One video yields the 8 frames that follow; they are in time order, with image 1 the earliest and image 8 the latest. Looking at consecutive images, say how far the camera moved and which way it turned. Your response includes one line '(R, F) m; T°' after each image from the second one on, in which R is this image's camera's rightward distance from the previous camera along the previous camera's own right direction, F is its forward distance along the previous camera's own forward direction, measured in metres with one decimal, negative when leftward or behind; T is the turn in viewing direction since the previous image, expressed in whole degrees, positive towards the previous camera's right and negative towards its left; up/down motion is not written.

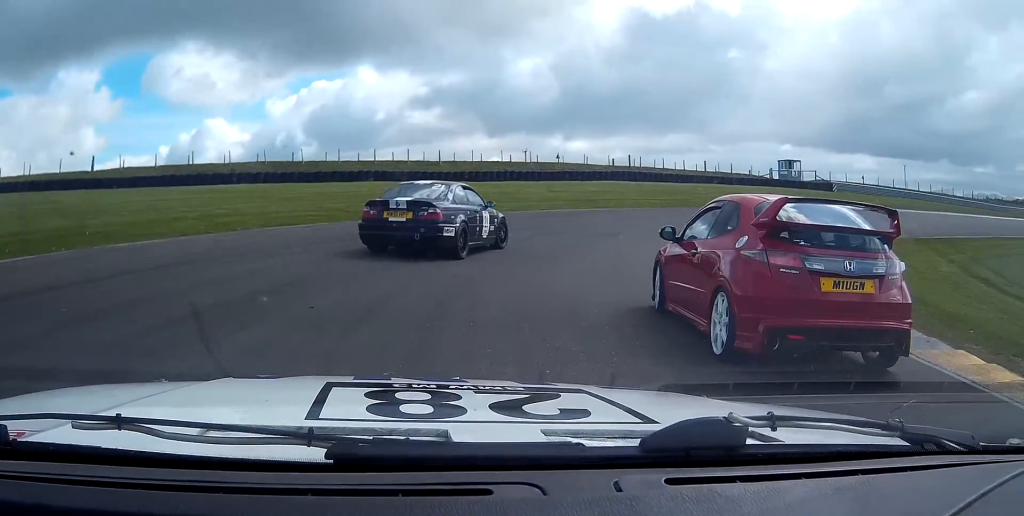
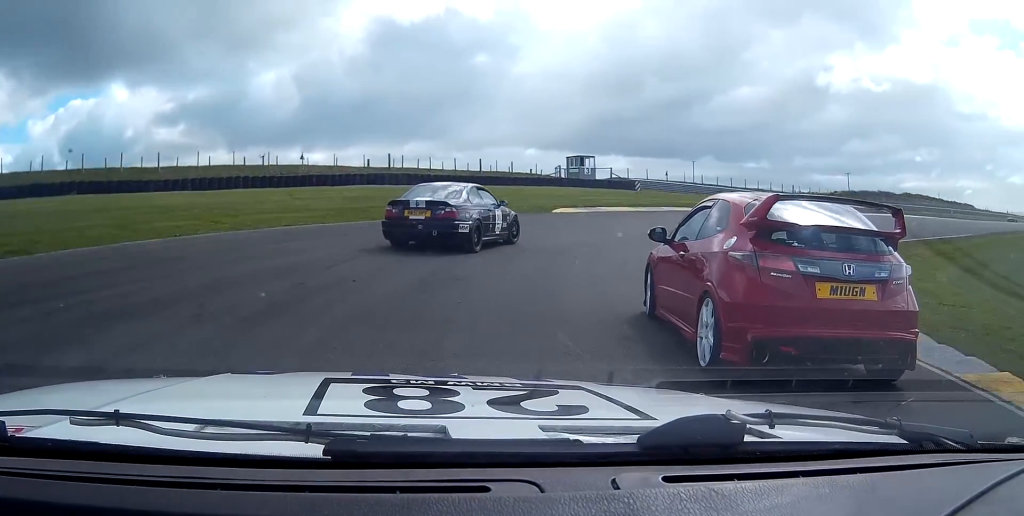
(+3.4, +12.4) m; +21°
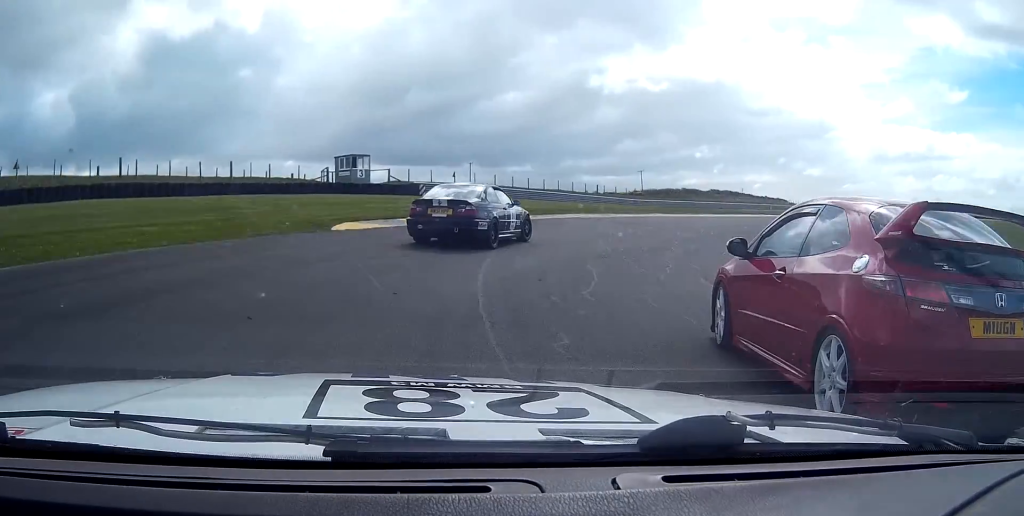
(+1.9, +12.3) m; +18°
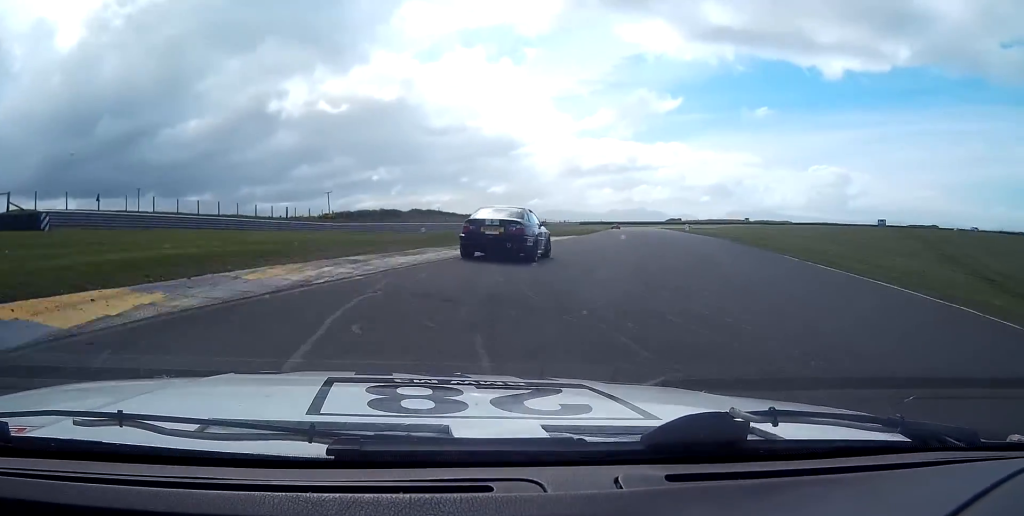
(+3.7, +20.1) m; +21°
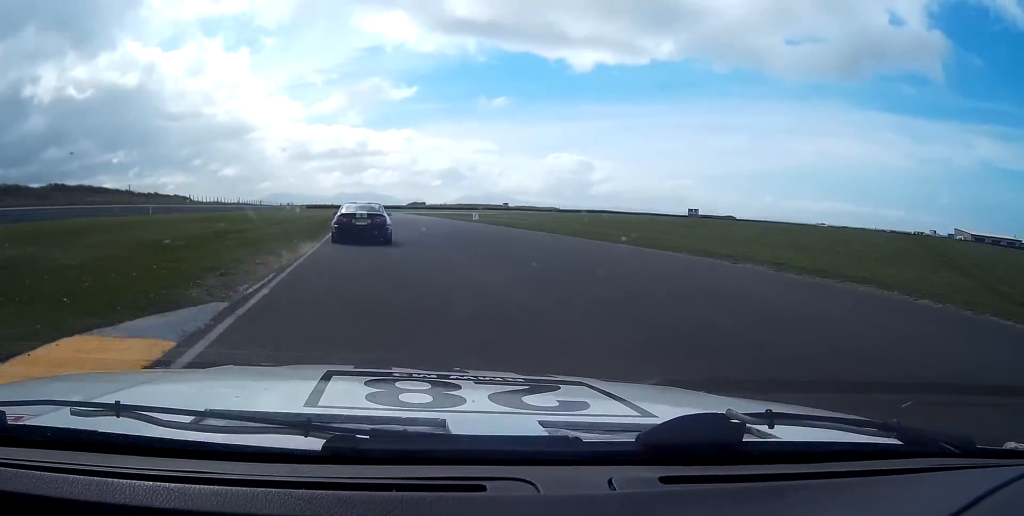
(+14.4, +52.1) m; +21°
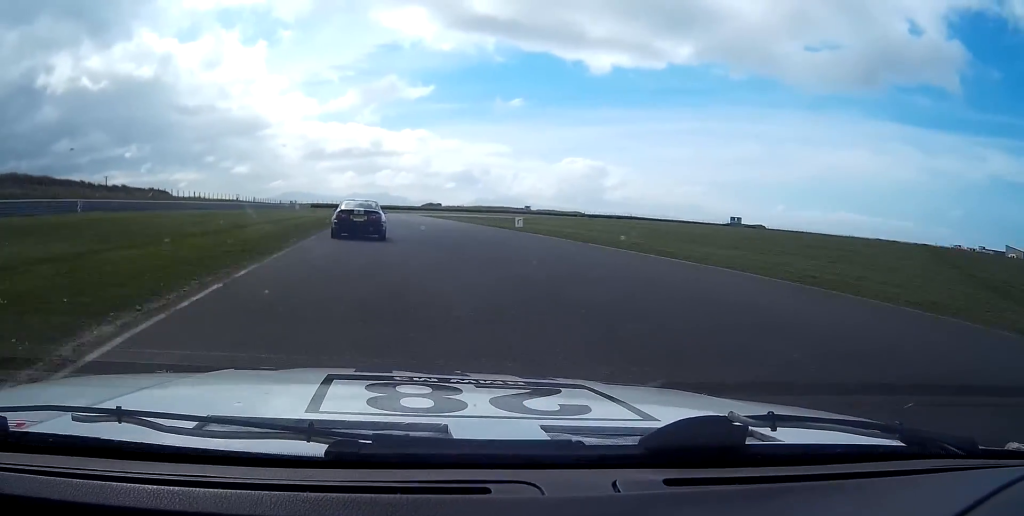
(+0.1, +23.2) m; -1°
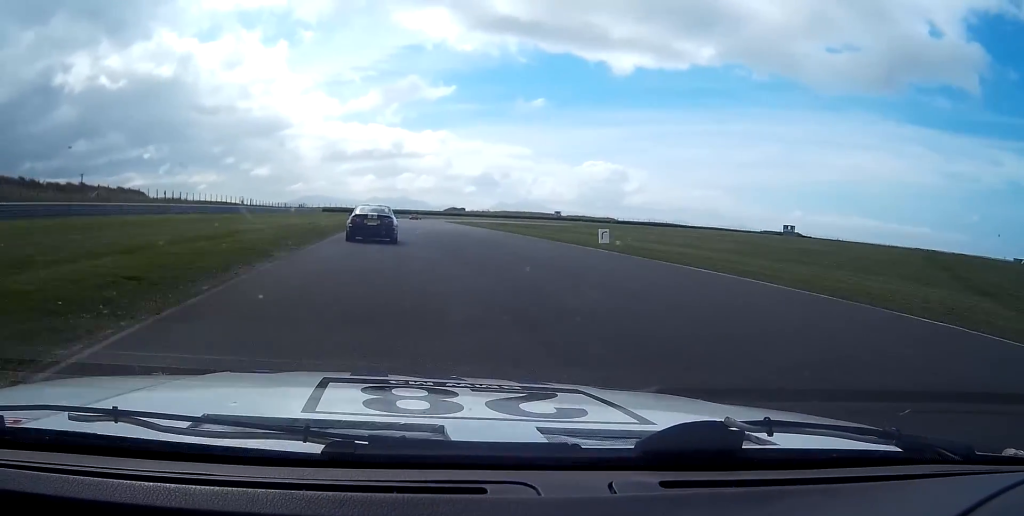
(-0.2, +22.2) m; -1°
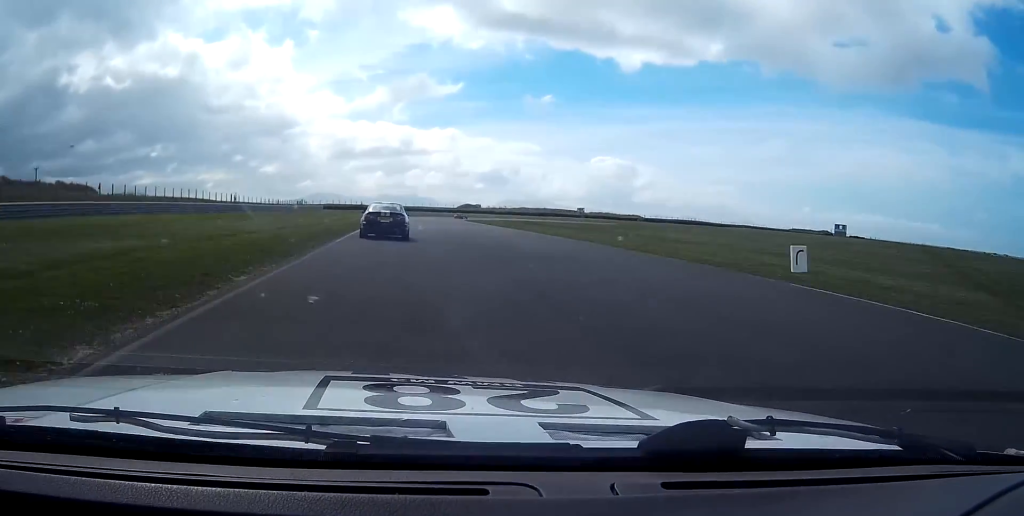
(-0.2, +21.7) m; -1°
